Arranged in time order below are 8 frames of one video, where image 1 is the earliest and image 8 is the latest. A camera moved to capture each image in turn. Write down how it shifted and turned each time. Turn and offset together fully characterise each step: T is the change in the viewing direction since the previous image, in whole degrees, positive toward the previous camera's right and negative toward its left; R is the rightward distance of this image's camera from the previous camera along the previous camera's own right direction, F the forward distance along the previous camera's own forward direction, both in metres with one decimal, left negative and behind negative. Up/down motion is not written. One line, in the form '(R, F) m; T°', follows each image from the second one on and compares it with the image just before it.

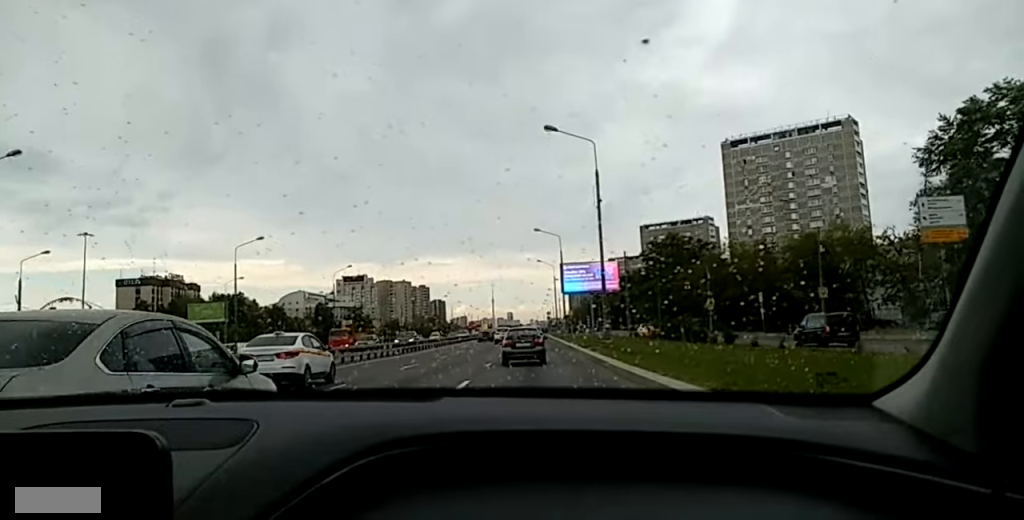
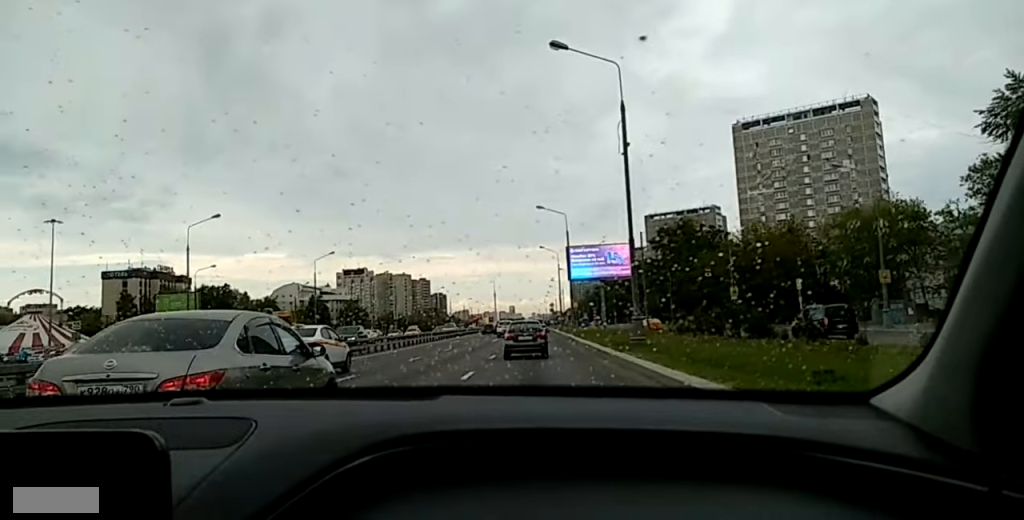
(-0.4, +11.5) m; -1°
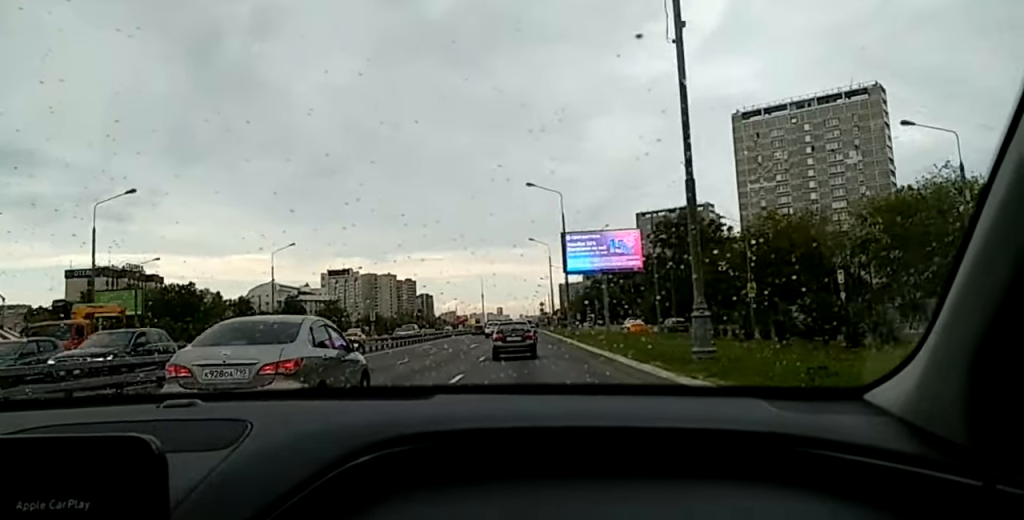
(+0.2, +12.2) m; +2°
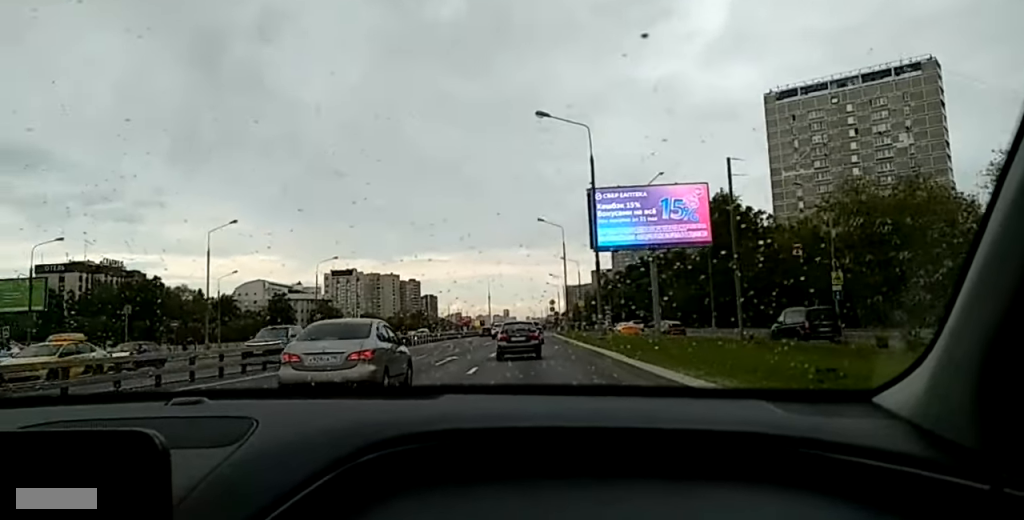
(+0.4, +21.5) m; +2°
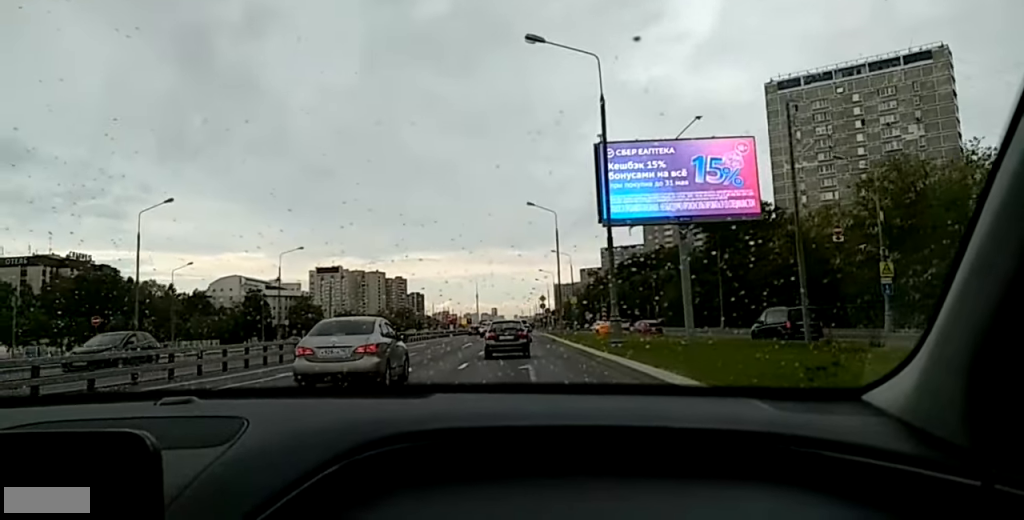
(+0.1, +10.7) m; +1°
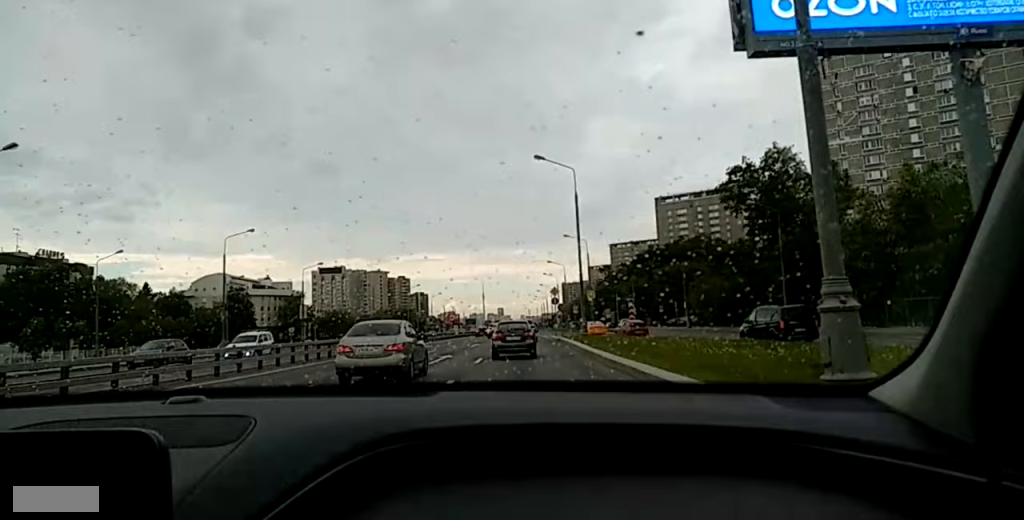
(0.0, +20.1) m; +1°
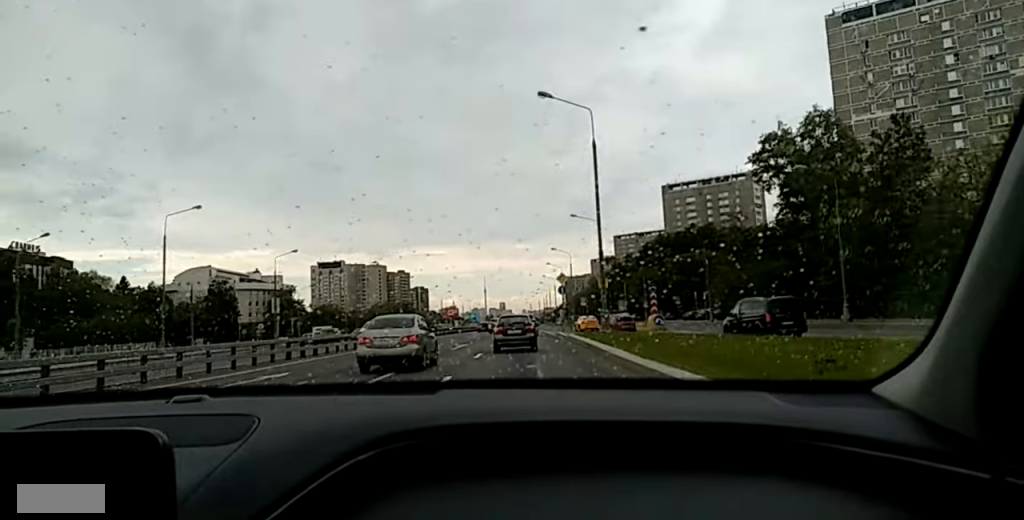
(+0.1, +12.7) m; +1°
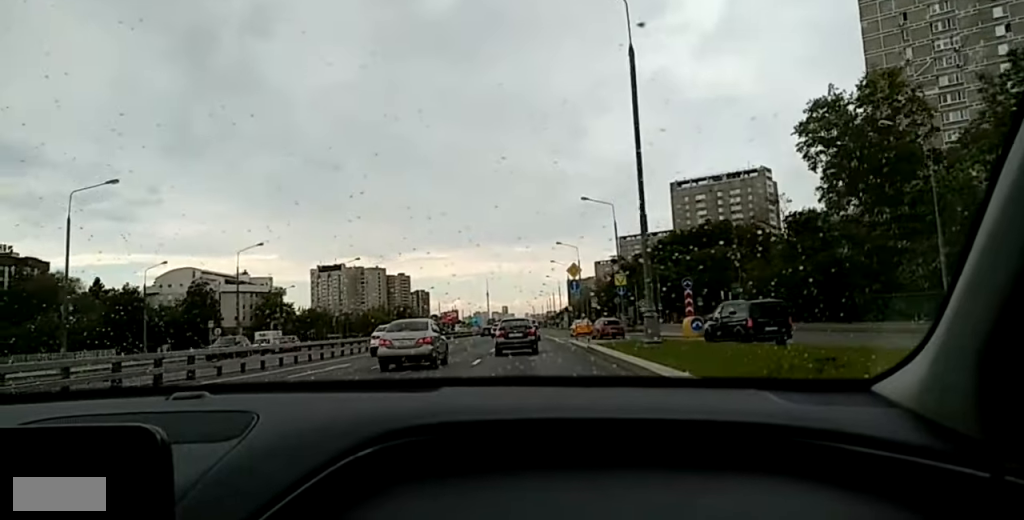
(+0.2, +13.9) m; 0°
